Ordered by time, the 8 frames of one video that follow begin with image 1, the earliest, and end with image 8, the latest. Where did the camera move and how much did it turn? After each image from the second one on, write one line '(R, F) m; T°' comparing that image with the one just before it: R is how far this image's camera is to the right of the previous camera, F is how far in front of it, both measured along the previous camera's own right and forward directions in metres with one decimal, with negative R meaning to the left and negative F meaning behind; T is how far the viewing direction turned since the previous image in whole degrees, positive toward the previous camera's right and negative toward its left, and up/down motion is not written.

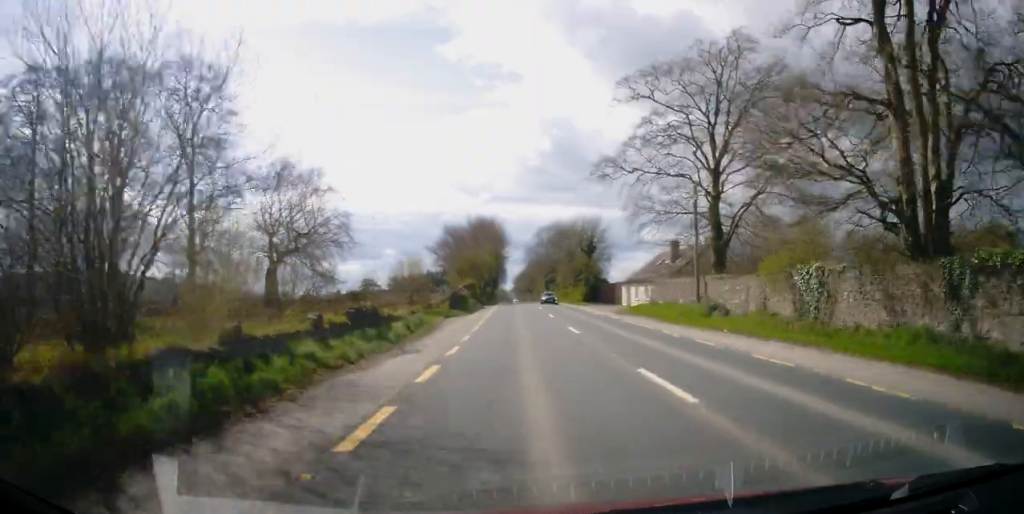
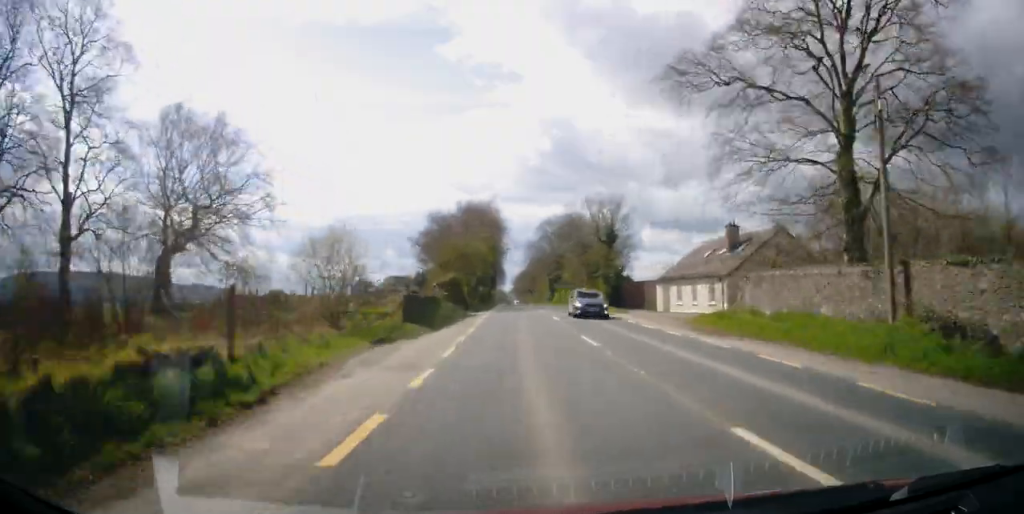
(0.0, +16.5) m; 0°
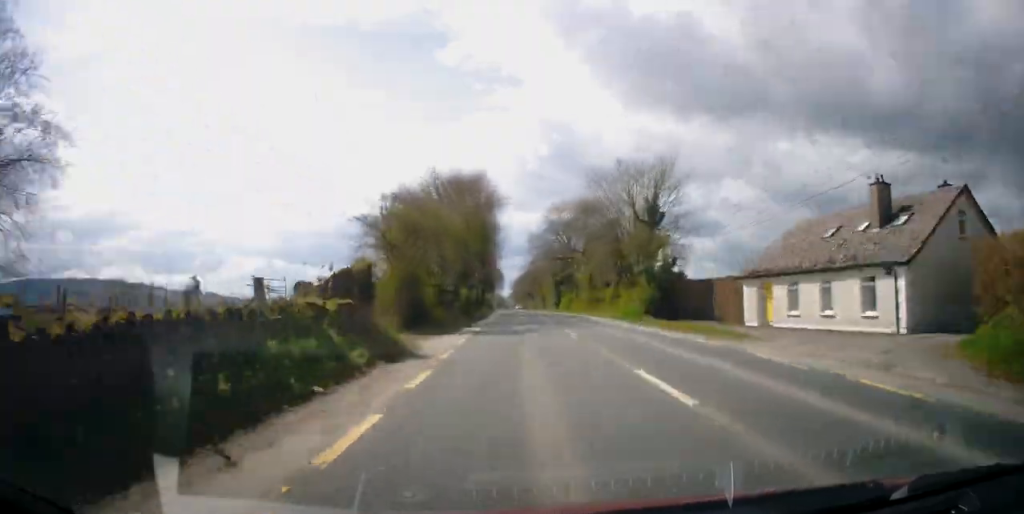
(0.0, +20.0) m; 0°
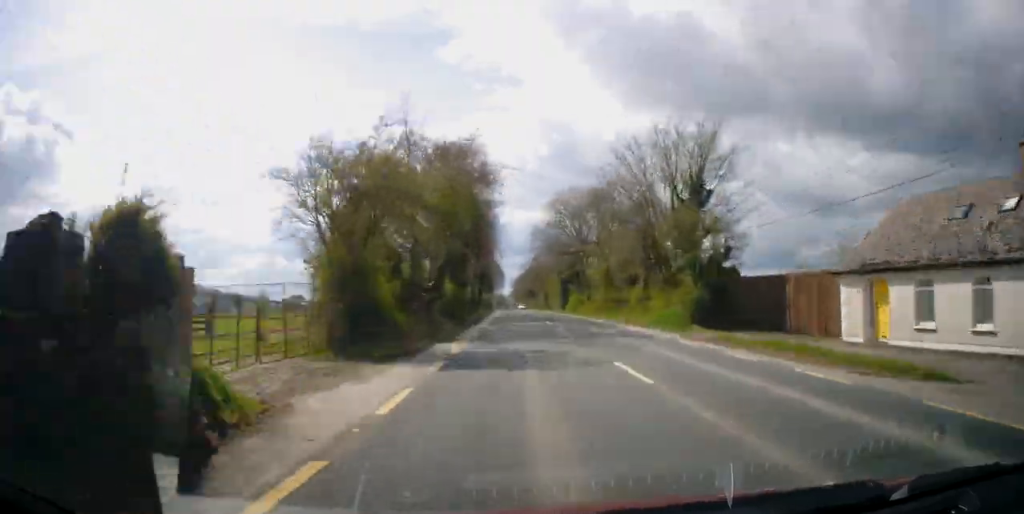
(0.0, +9.9) m; 0°
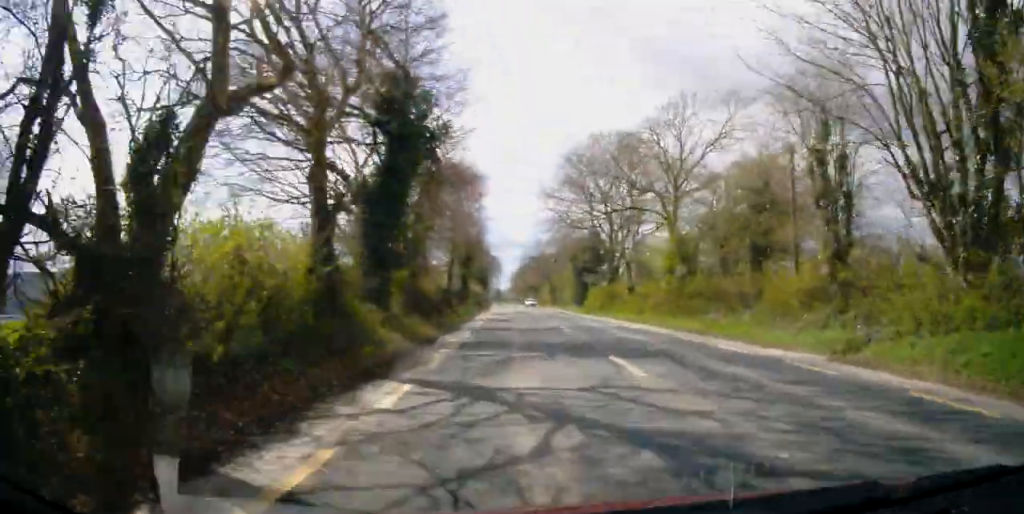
(0.0, +23.3) m; 0°
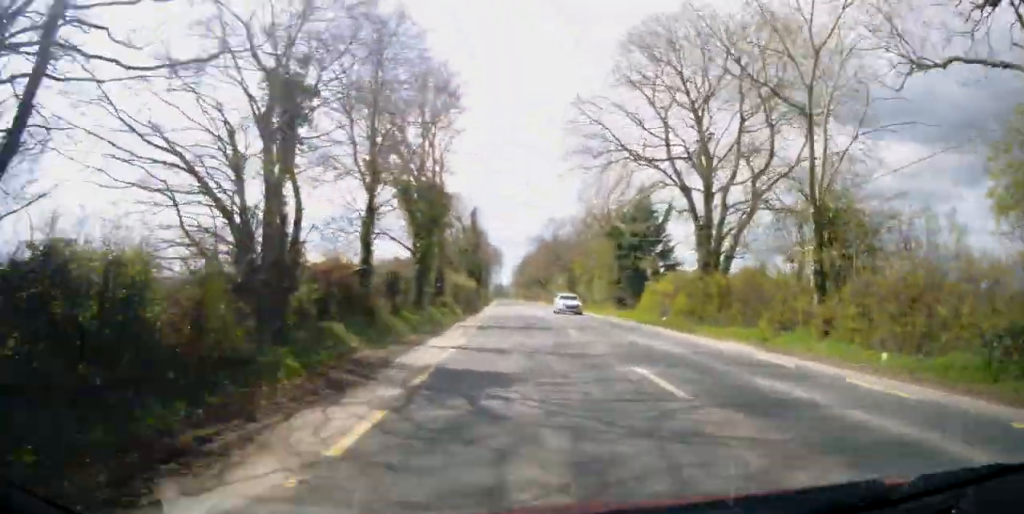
(-0.2, +26.0) m; -1°
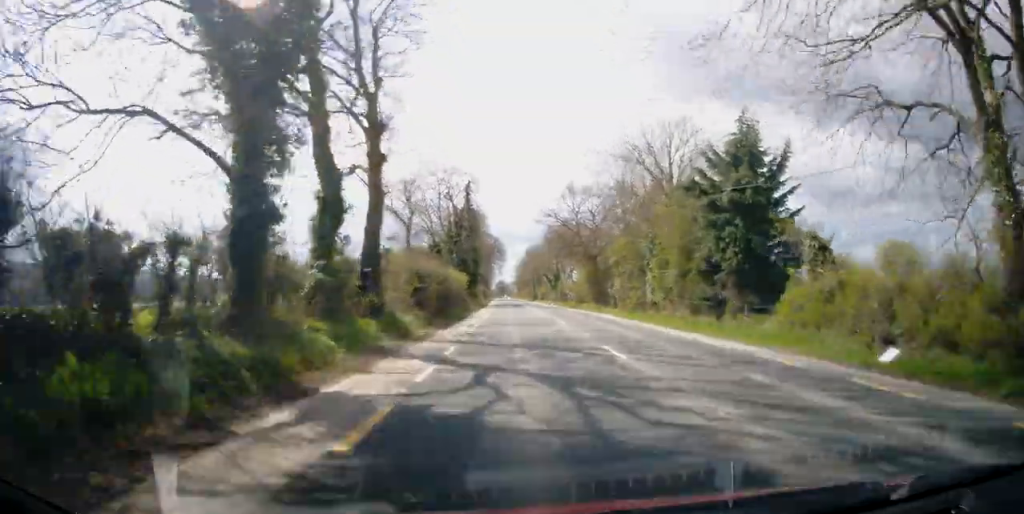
(-0.2, +19.6) m; 0°
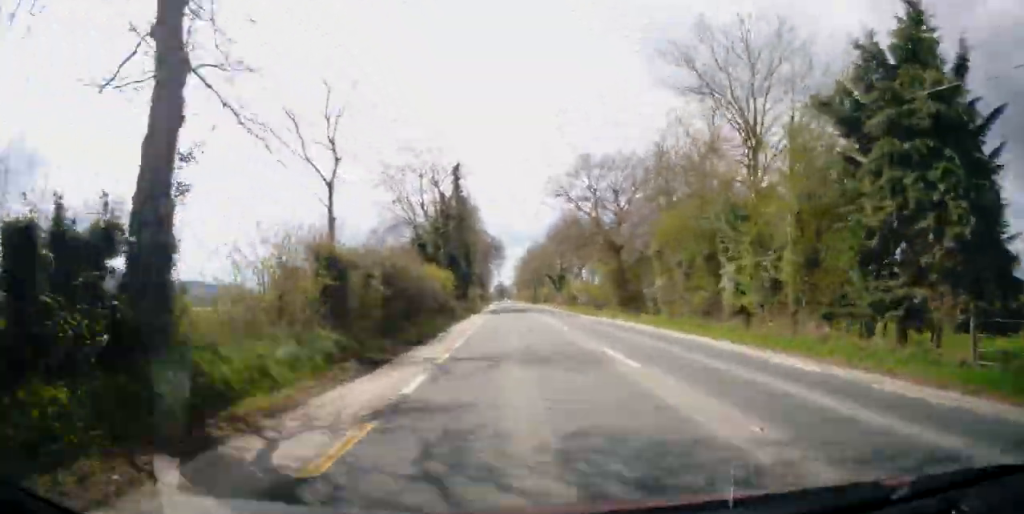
(+0.1, +12.4) m; 0°
